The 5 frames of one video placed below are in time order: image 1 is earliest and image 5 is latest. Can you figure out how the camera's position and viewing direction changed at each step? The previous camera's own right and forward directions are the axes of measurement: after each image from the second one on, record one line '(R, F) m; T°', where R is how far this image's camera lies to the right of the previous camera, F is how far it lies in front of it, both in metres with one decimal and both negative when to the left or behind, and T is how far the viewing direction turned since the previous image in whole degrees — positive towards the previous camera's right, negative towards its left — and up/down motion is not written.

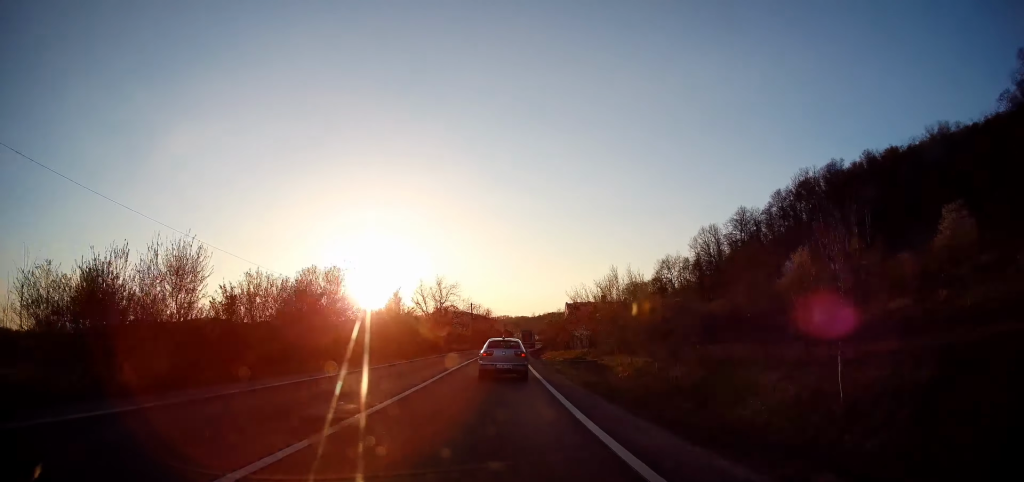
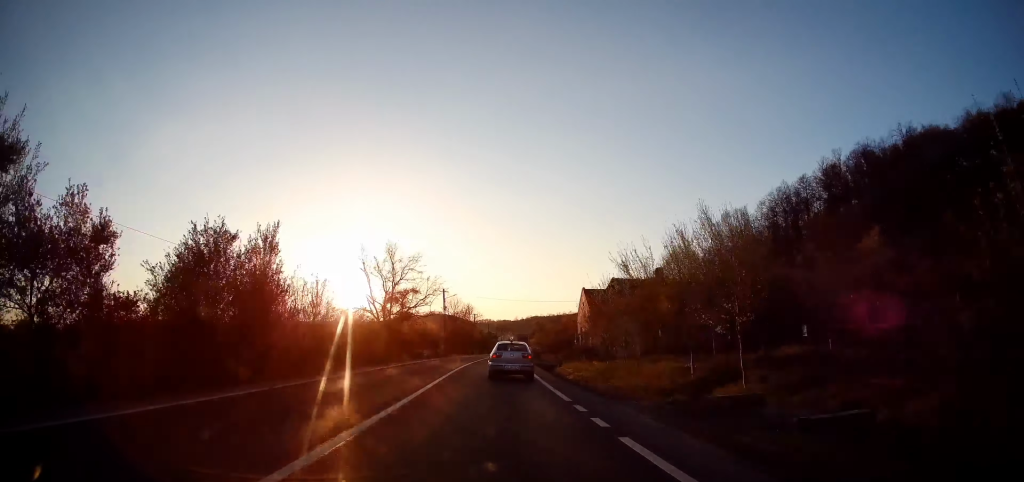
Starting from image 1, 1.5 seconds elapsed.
(+0.5, +27.2) m; +3°
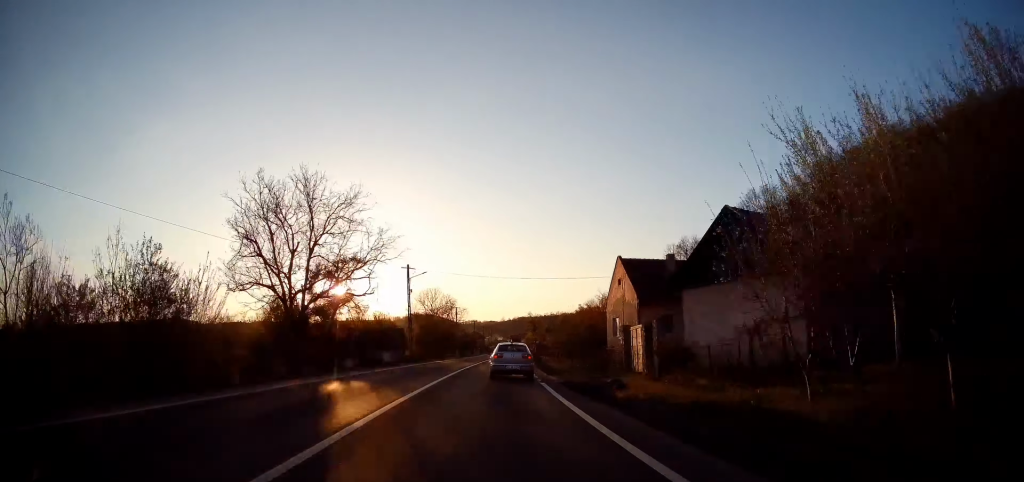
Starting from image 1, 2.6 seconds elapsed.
(+0.4, +20.3) m; +2°
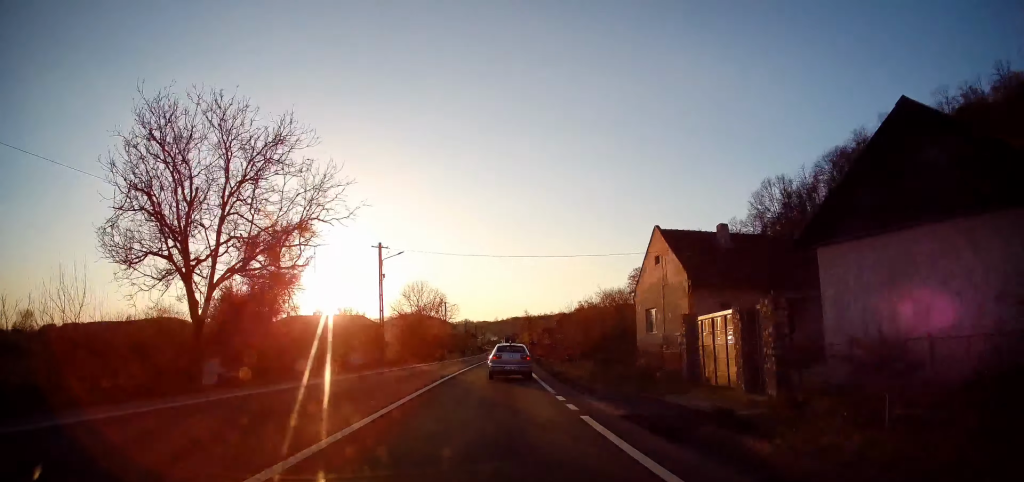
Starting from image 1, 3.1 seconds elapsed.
(-0.1, +9.9) m; +1°
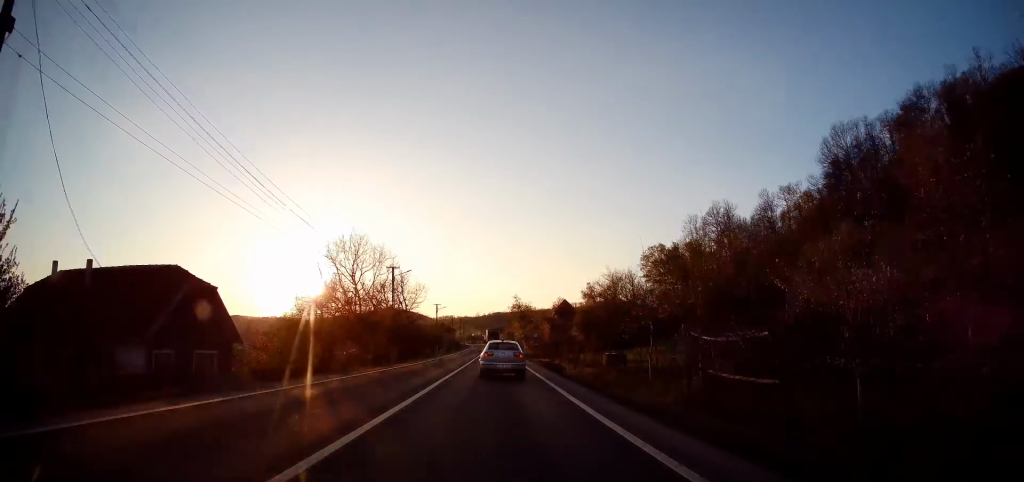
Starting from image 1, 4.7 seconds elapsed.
(+0.7, +28.8) m; +2°
